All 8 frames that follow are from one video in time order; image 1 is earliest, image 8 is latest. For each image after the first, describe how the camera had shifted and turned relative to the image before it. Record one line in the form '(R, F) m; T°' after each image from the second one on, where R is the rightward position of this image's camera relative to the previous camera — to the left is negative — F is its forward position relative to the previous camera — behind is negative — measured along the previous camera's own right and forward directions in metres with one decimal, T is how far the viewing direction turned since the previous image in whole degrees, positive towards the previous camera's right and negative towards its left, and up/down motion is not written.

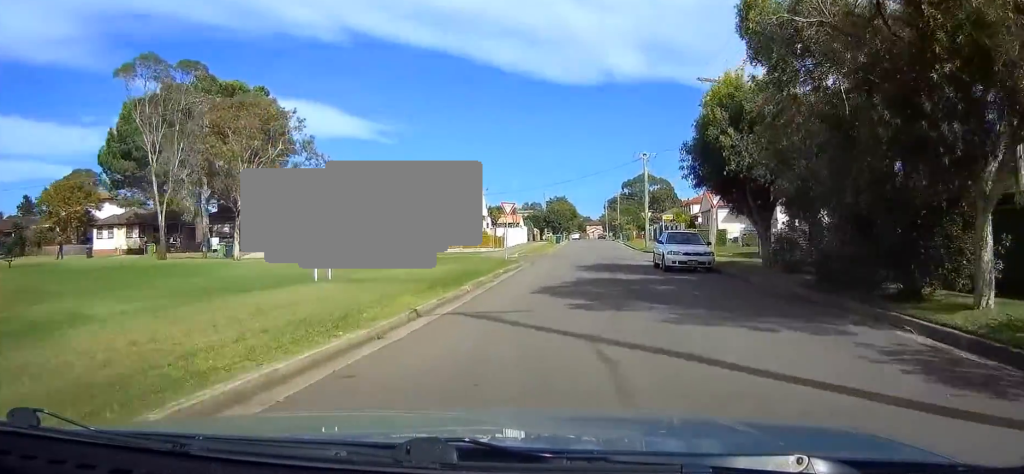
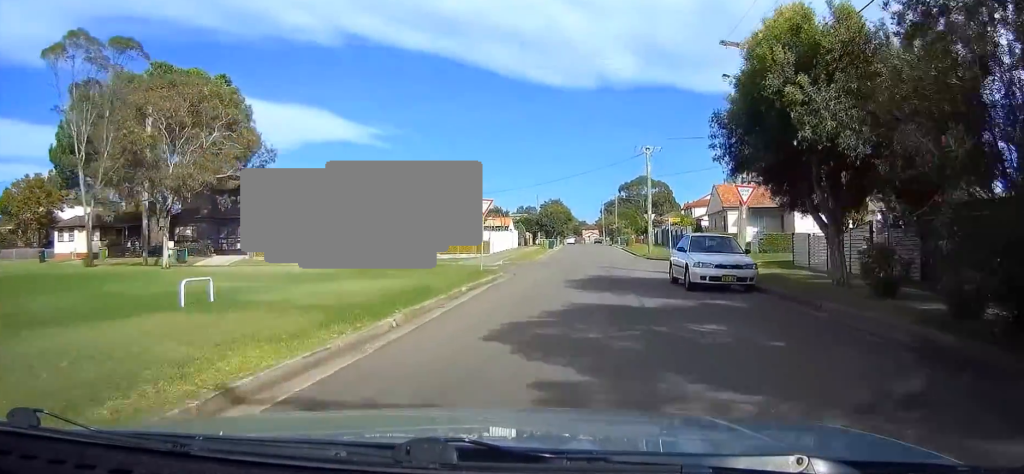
(0.0, +6.0) m; 0°
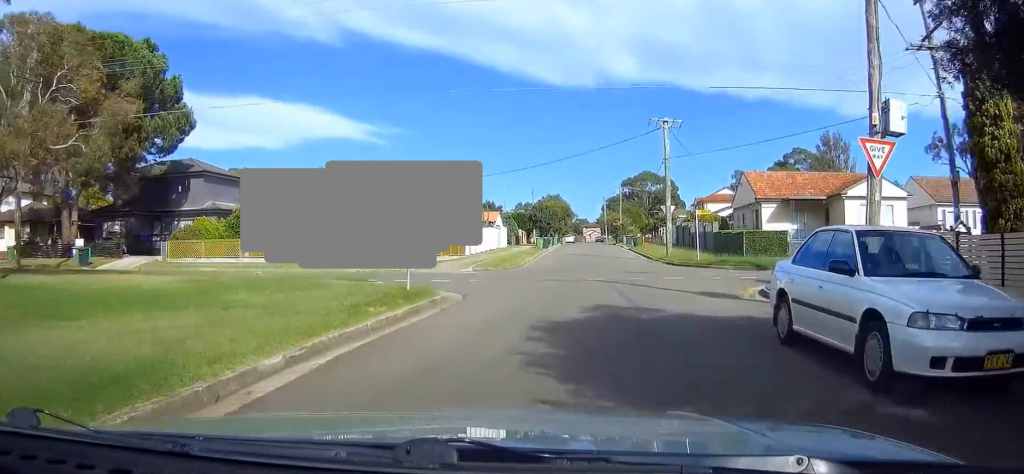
(-0.1, +10.4) m; -2°
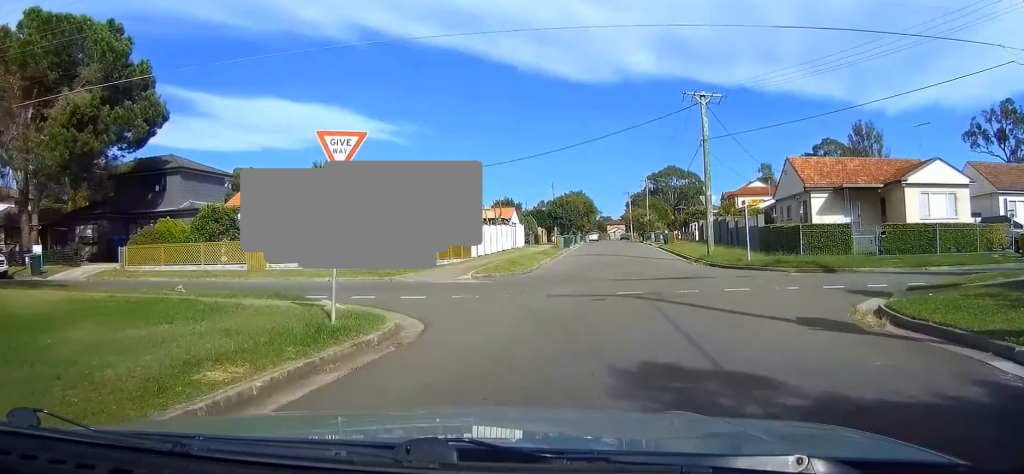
(-0.1, +5.7) m; -3°
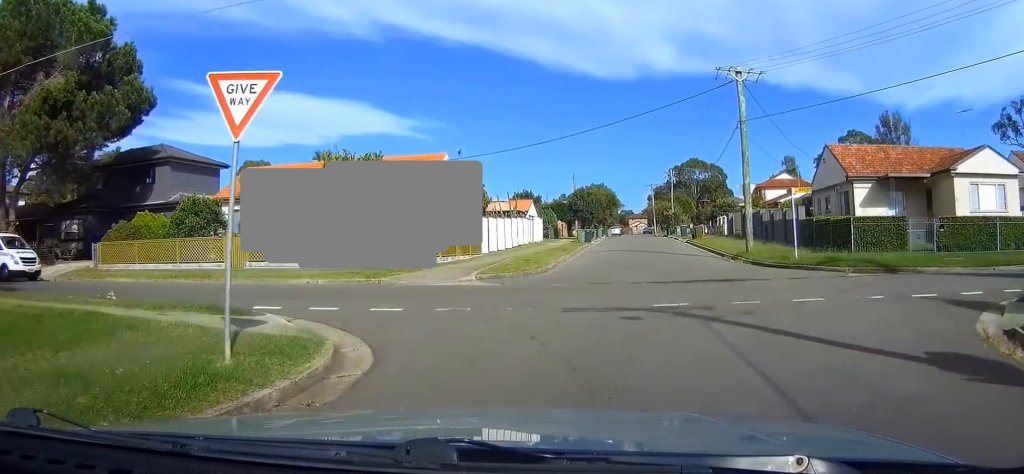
(0.0, +3.2) m; -3°
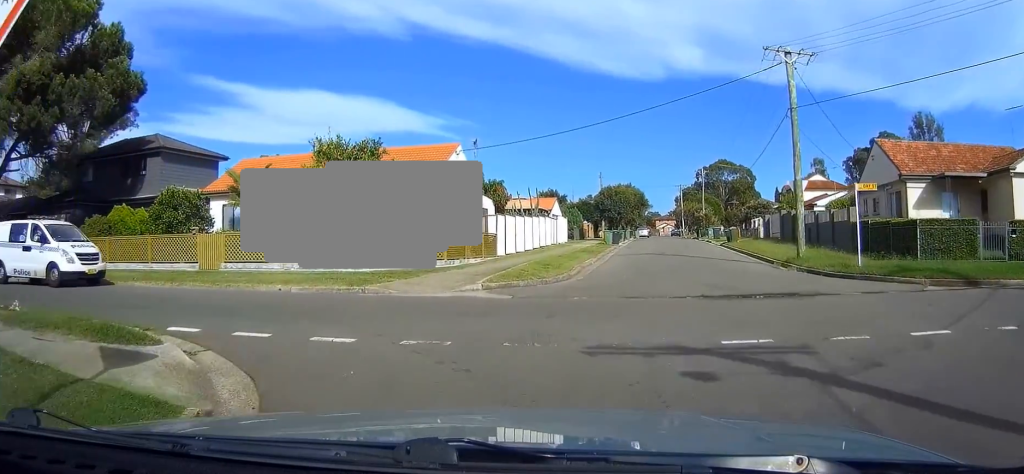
(-0.2, +3.0) m; -3°
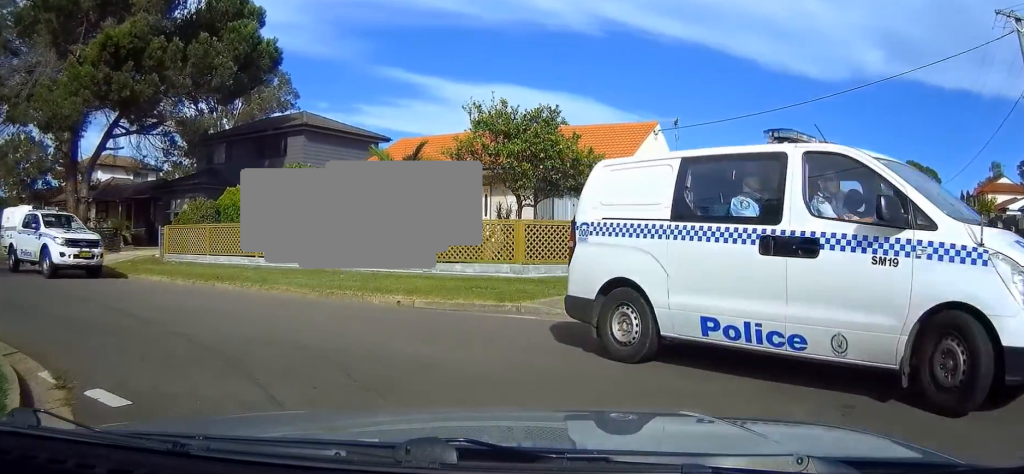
(-0.6, +5.8) m; -26°
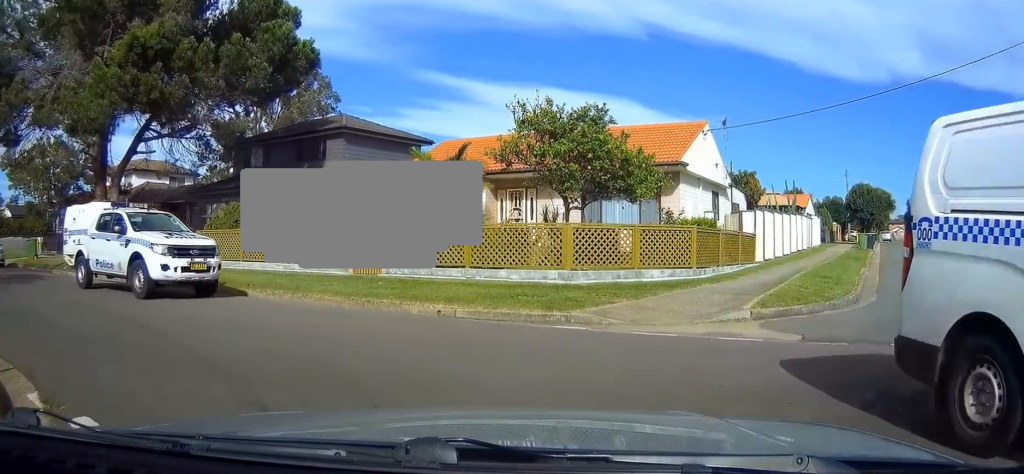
(-0.2, +1.3) m; -11°
